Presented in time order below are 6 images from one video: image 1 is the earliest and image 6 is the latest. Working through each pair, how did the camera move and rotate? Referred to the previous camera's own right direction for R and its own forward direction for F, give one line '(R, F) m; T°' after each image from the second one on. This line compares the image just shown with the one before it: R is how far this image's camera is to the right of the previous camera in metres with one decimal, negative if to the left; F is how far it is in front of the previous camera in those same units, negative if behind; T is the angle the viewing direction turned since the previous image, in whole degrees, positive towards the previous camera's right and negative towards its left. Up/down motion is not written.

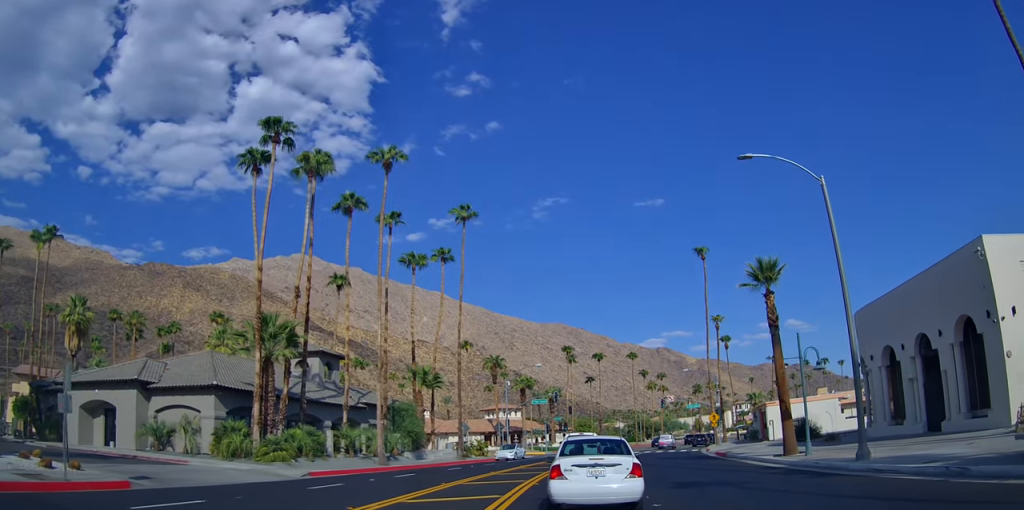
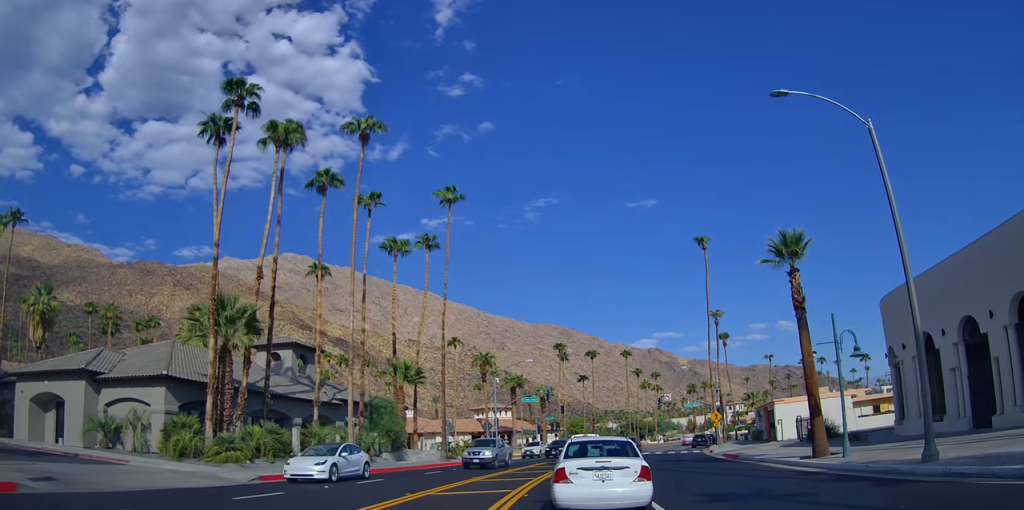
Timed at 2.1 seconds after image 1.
(0.0, +3.4) m; 0°
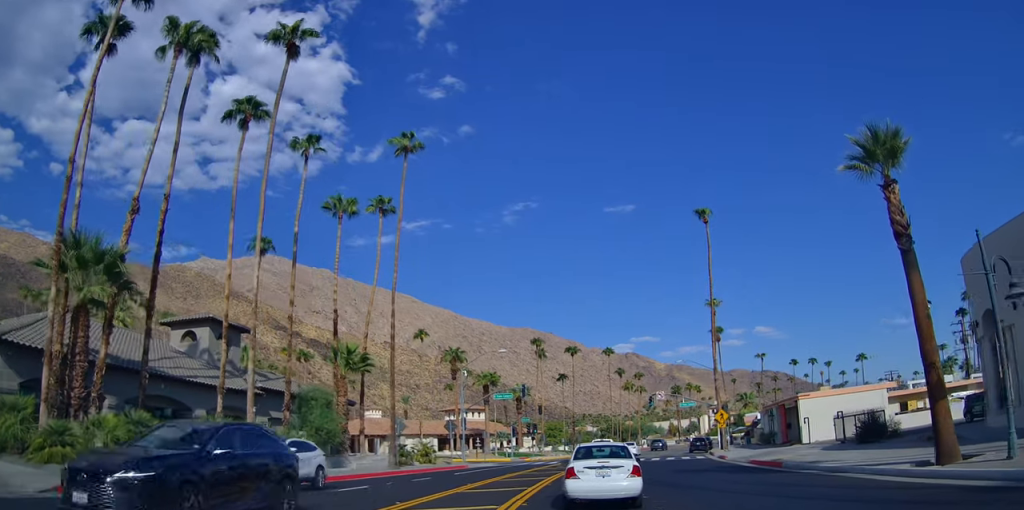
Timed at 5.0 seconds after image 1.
(0.0, +5.8) m; 0°
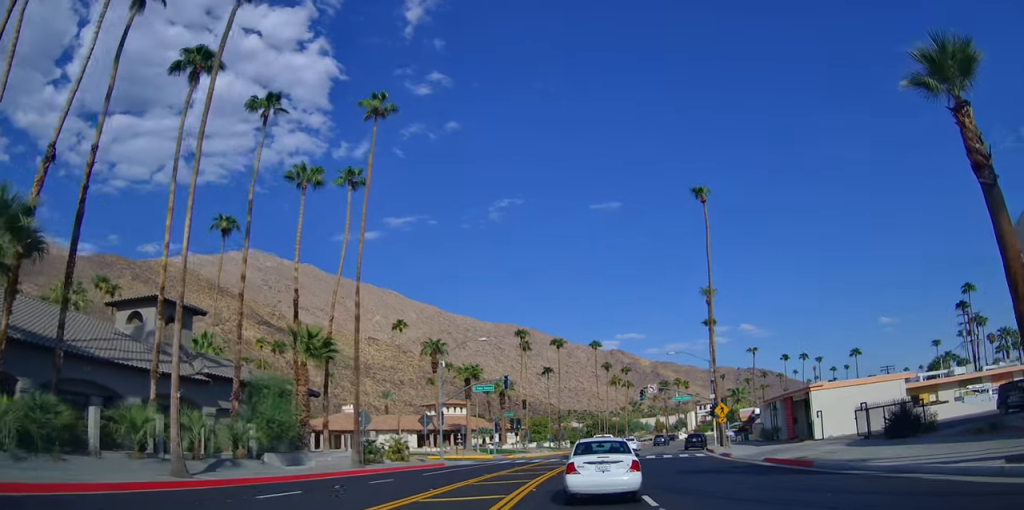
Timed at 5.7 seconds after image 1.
(0.0, +2.7) m; 0°
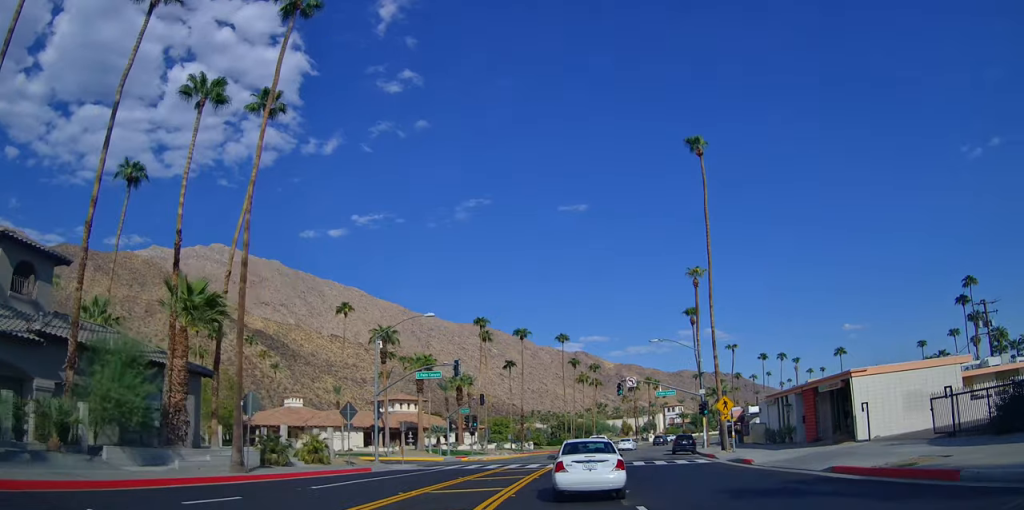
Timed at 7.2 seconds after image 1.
(0.0, +7.2) m; +1°
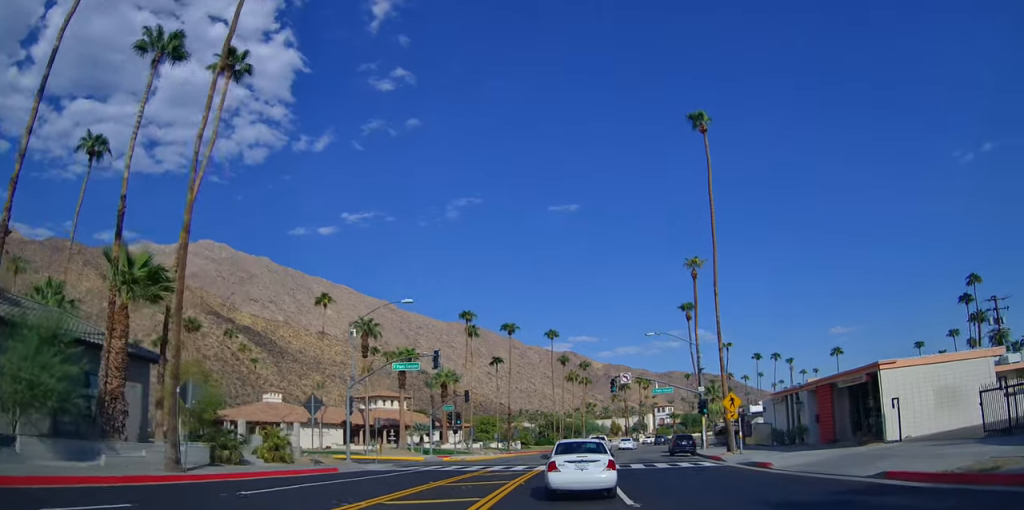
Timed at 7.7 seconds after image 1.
(0.0, +3.2) m; +1°
